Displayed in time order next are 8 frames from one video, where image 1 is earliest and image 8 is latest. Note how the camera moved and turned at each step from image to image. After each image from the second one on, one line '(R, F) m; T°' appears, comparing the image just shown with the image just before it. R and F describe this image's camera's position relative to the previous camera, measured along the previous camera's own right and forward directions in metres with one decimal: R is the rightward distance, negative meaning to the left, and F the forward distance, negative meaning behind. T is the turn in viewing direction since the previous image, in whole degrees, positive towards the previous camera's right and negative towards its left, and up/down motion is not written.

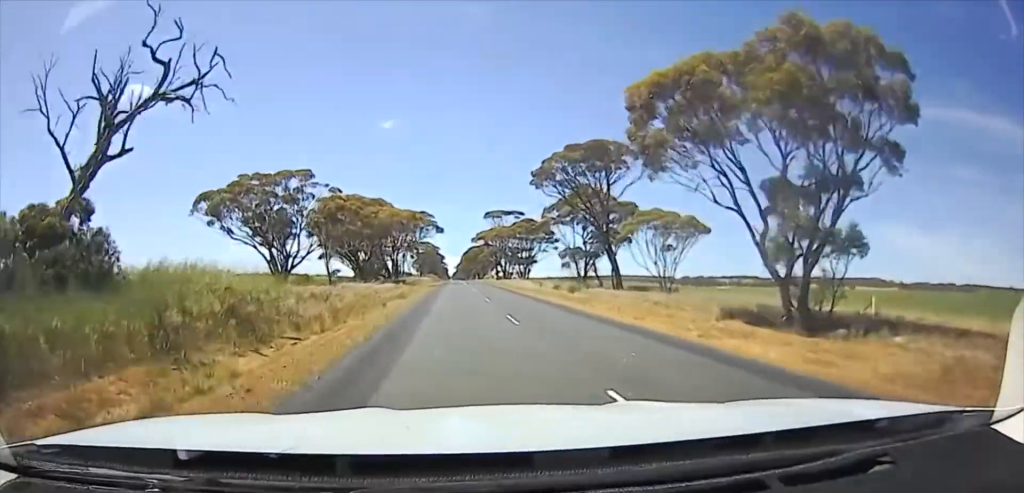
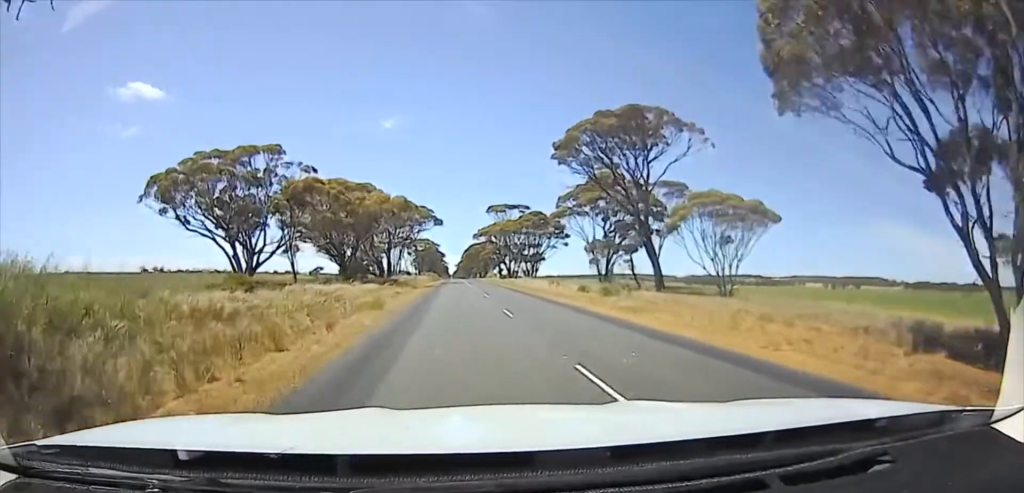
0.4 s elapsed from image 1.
(0.0, +11.1) m; 0°
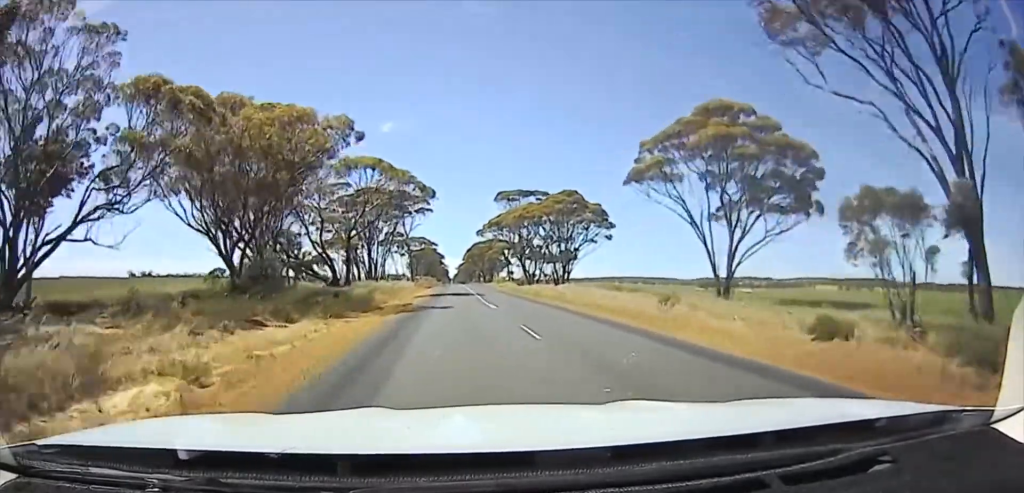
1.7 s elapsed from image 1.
(0.0, +31.9) m; 0°
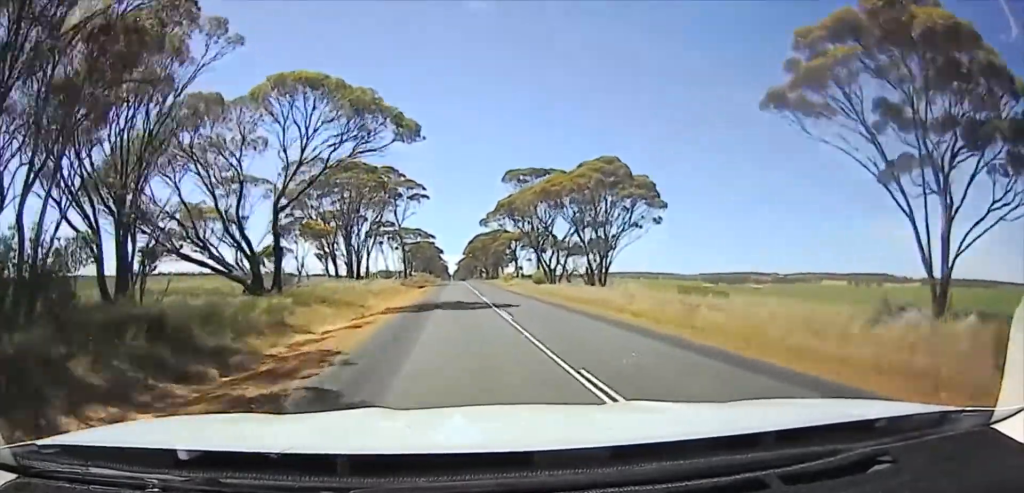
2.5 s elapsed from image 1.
(0.0, +18.7) m; 0°
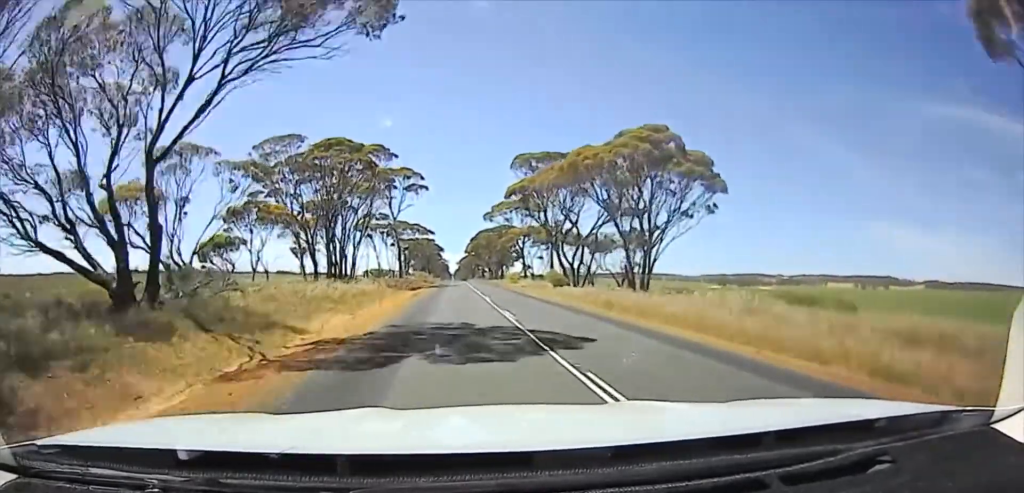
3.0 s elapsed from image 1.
(0.0, +12.6) m; 0°
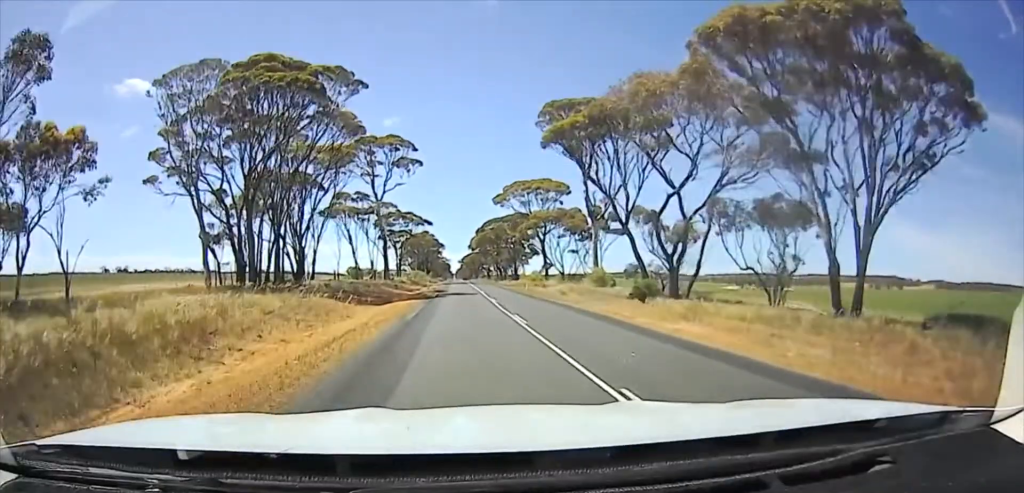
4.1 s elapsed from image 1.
(0.0, +25.0) m; 0°
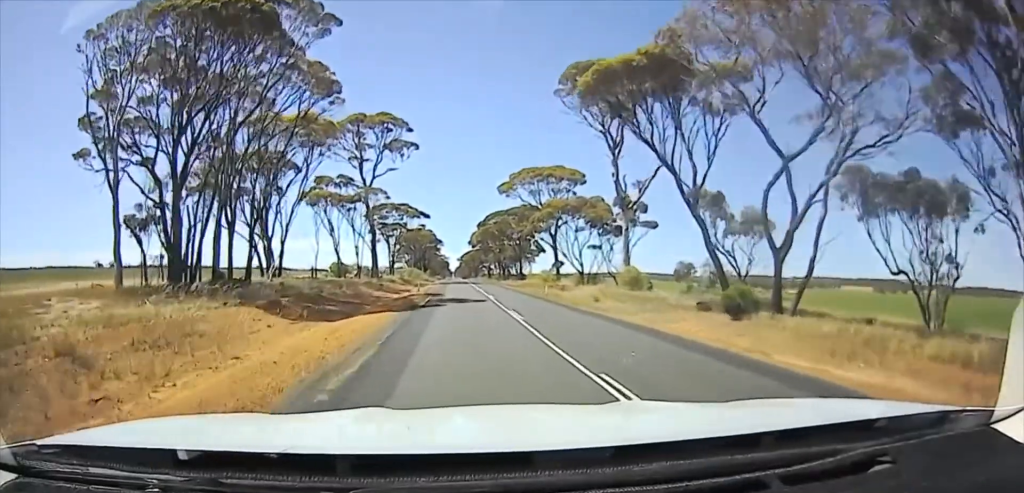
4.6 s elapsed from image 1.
(0.0, +10.2) m; 0°
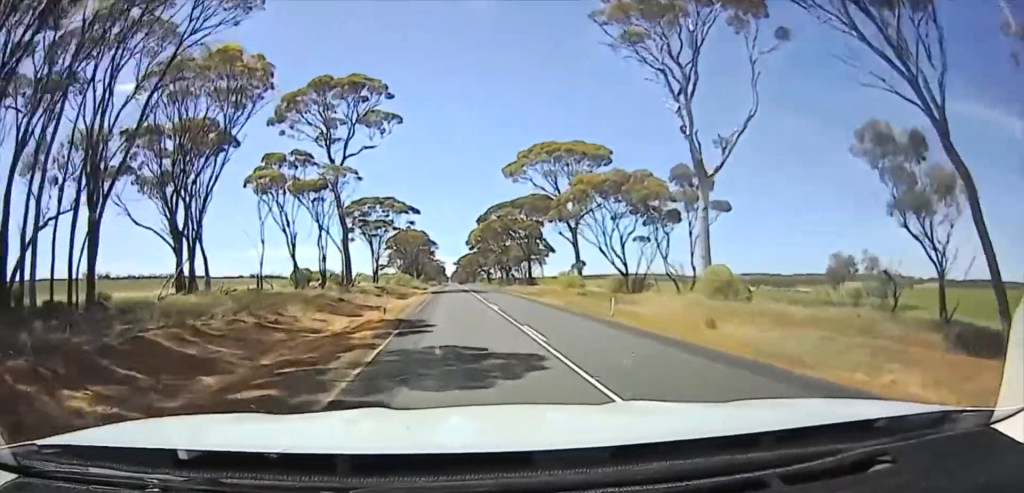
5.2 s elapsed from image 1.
(0.0, +13.5) m; +1°
